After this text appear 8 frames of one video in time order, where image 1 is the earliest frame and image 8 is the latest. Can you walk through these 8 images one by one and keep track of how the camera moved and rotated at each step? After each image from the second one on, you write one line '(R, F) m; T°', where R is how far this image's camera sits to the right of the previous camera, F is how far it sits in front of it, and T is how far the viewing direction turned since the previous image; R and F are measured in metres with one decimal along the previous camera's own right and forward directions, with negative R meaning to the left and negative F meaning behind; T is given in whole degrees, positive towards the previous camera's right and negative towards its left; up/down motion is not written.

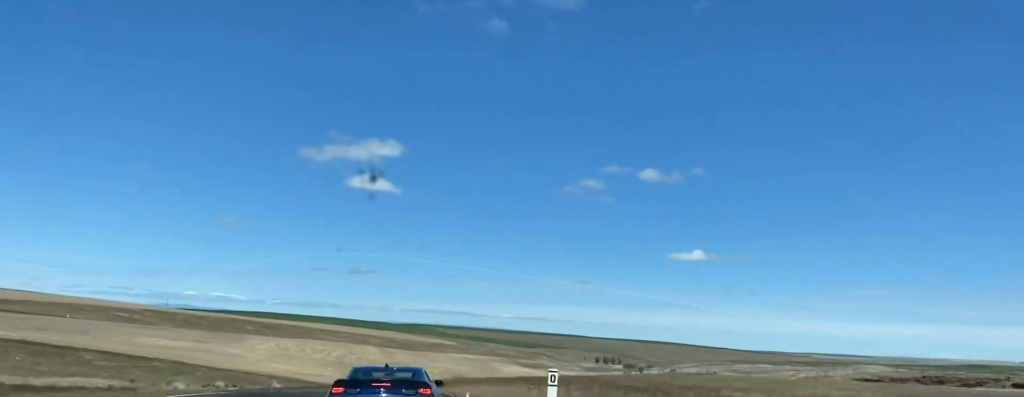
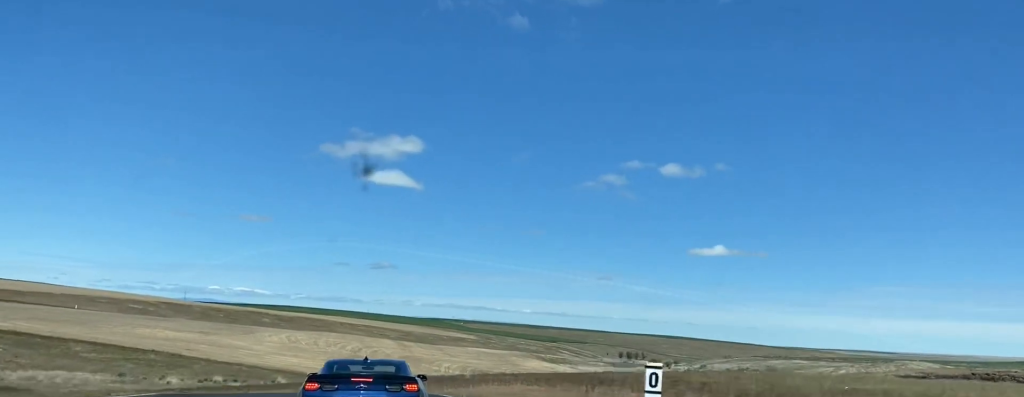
(+0.1, +16.7) m; -2°
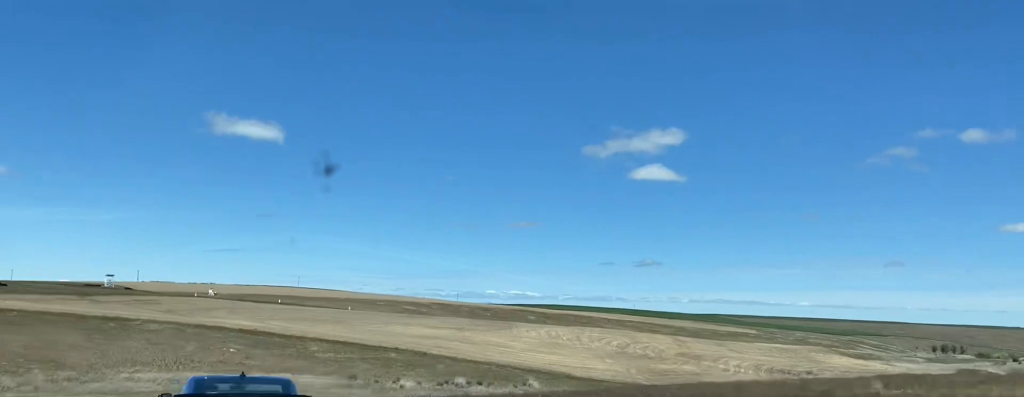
(-4.2, +36.7) m; -18°
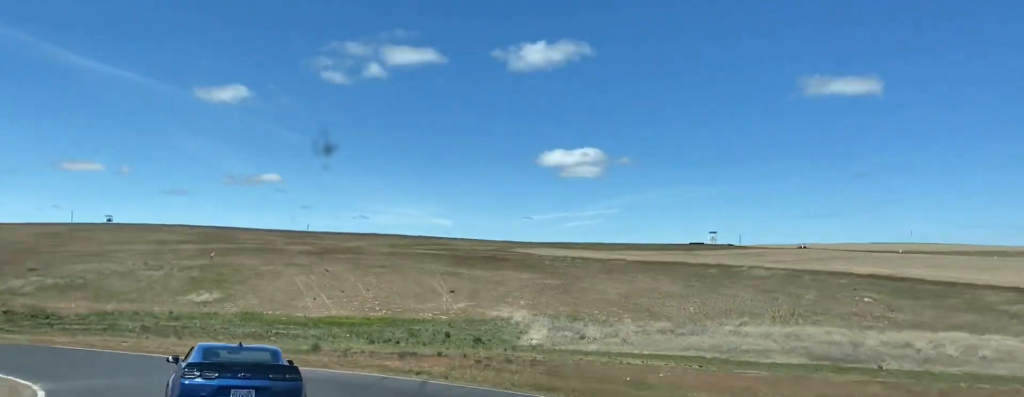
(-10.1, +34.9) m; -39°
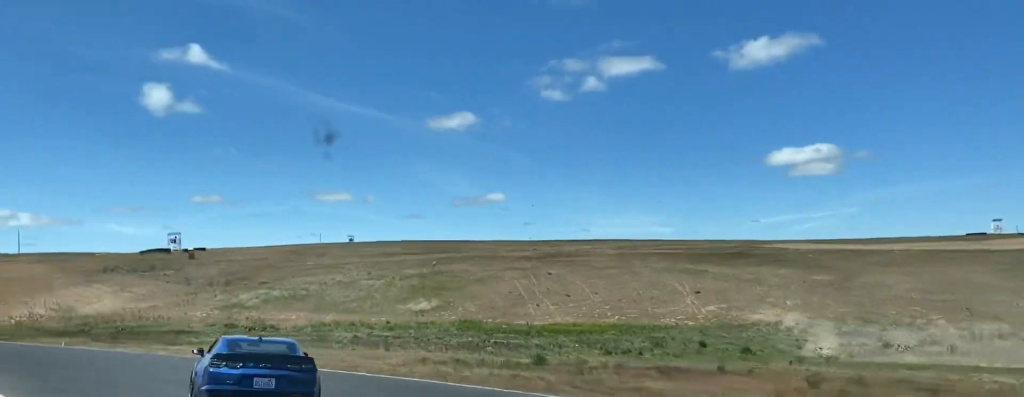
(-2.8, +13.6) m; -16°
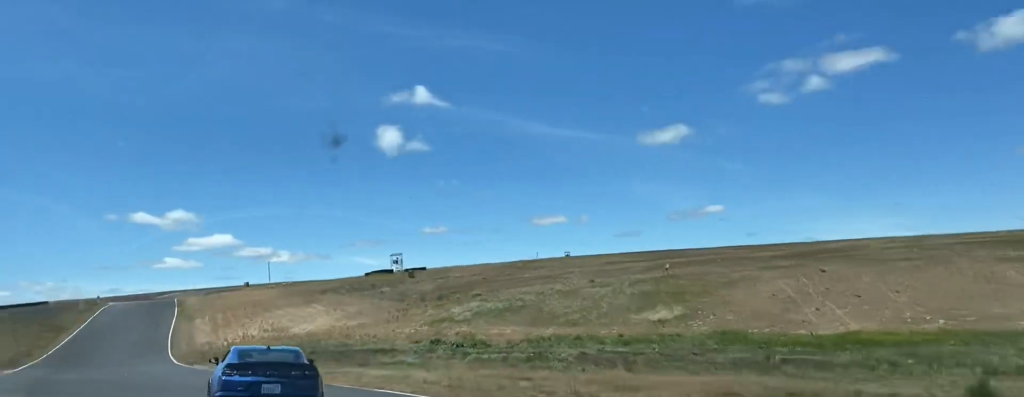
(-2.0, +15.3) m; -16°
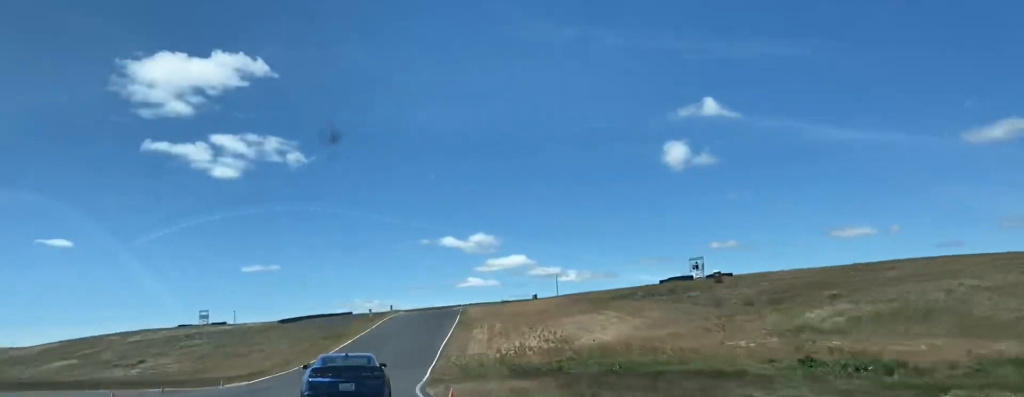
(-4.8, +23.4) m; -17°
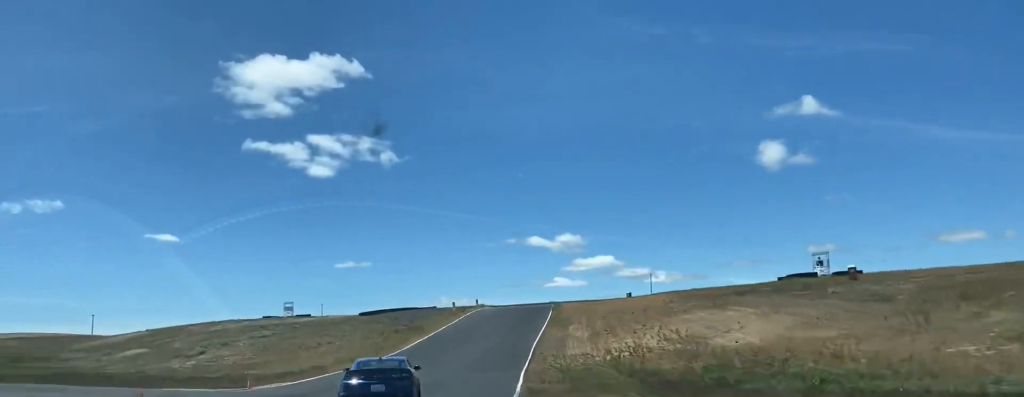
(-1.2, +14.0) m; -4°
